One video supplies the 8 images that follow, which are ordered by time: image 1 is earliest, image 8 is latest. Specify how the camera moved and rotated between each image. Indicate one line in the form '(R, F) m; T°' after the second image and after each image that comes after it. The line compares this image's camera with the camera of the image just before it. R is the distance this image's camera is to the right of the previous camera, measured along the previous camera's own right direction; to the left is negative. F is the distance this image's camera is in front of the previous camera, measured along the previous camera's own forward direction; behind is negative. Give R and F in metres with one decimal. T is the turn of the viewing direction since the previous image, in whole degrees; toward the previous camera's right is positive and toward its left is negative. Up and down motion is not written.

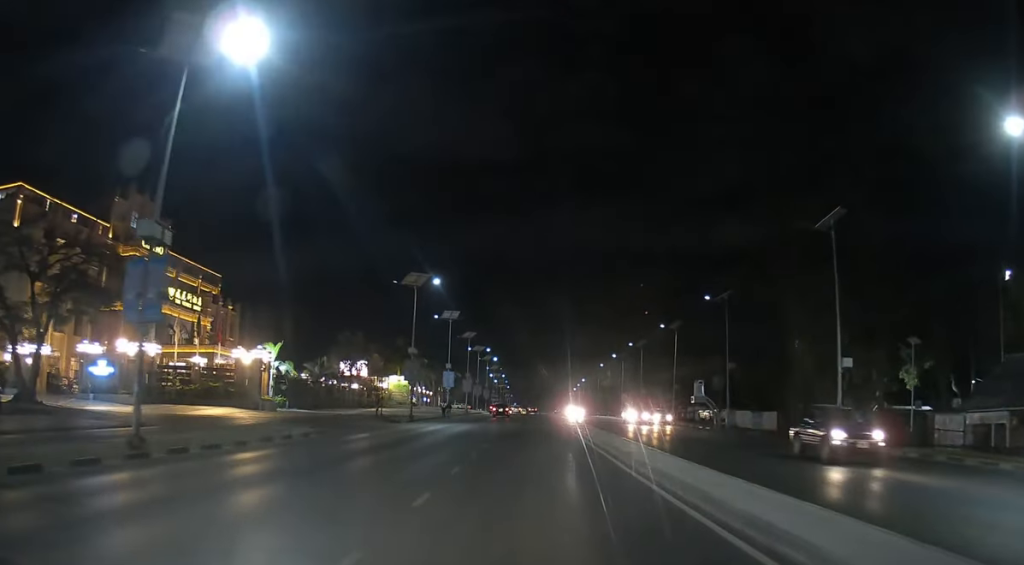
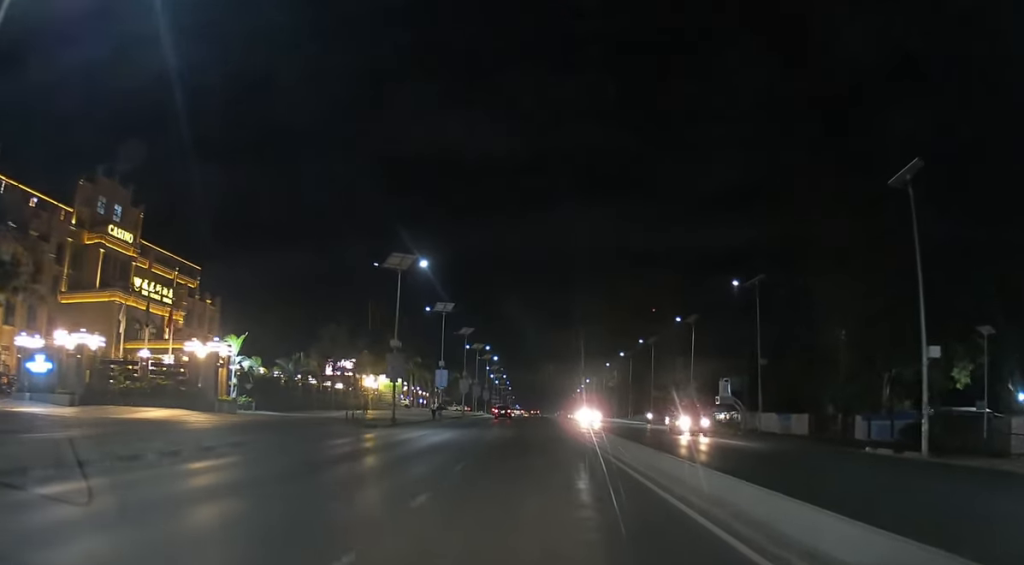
(0.0, +8.7) m; 0°
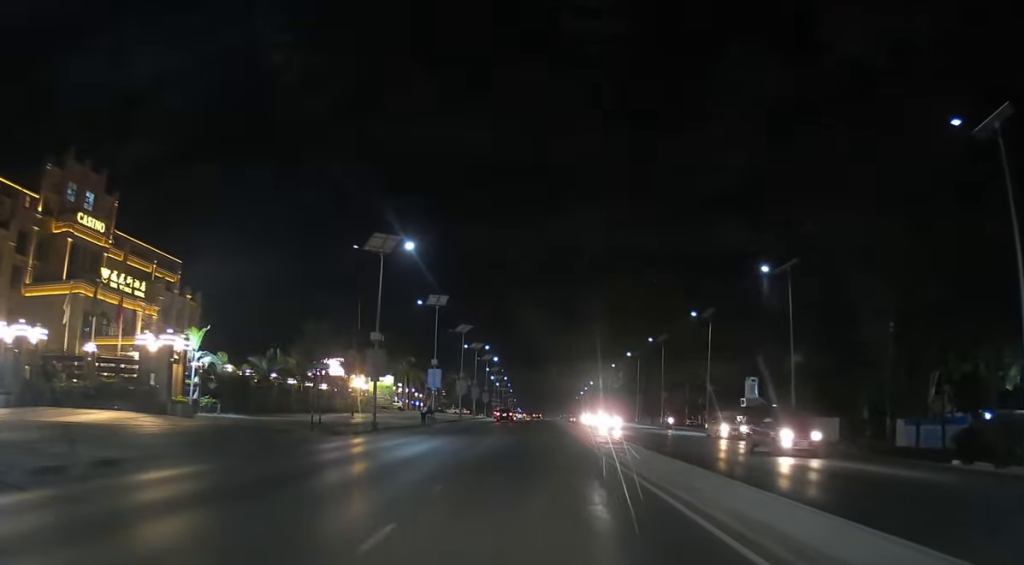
(-0.1, +7.1) m; 0°
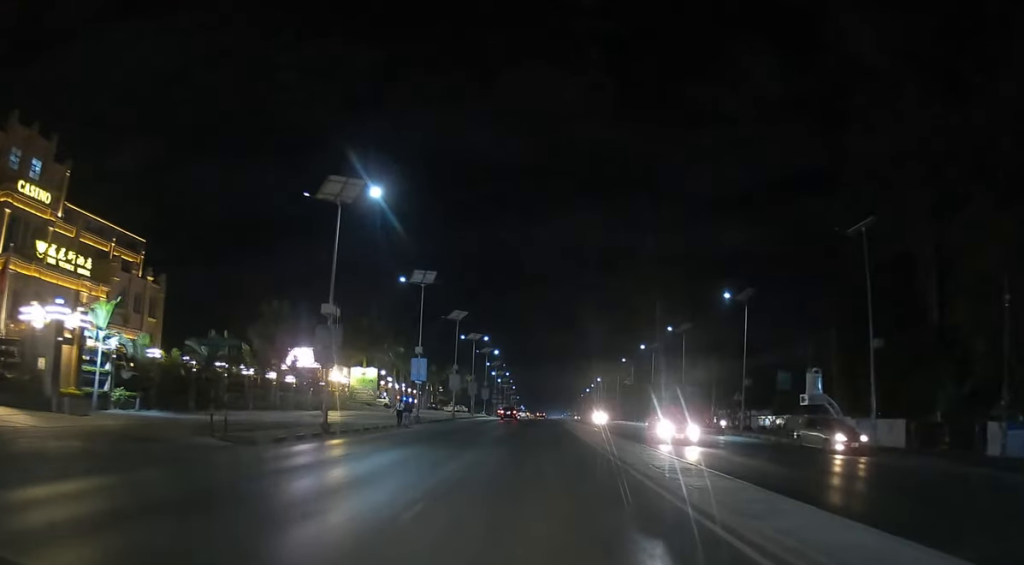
(0.0, +11.9) m; 0°
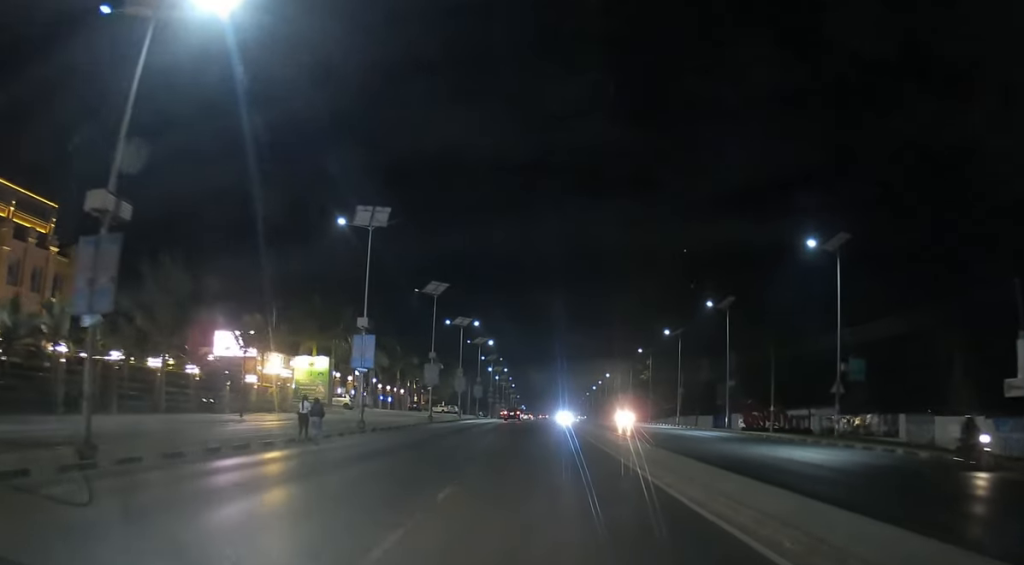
(0.0, +20.2) m; 0°
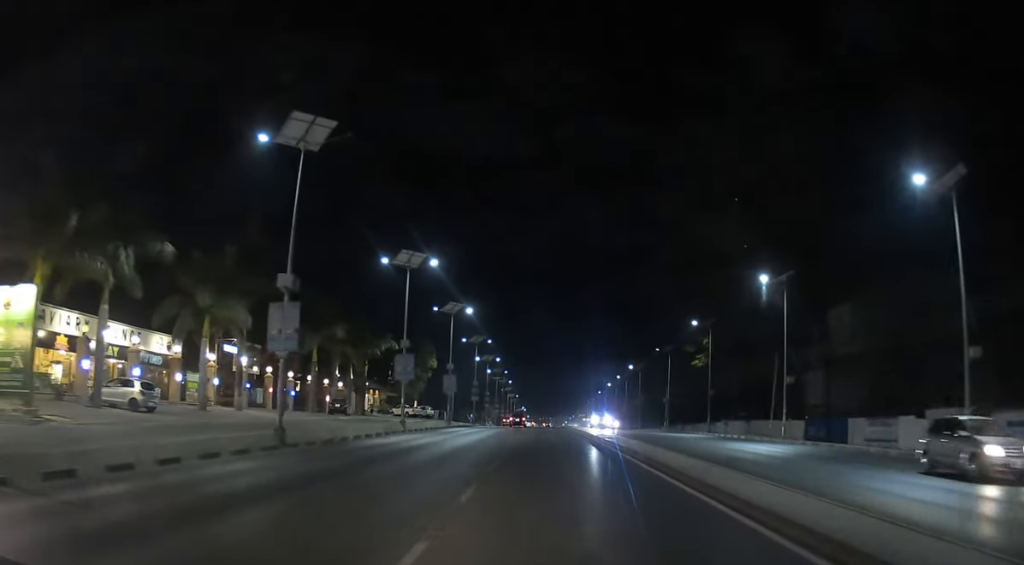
(+0.3, +39.8) m; 0°
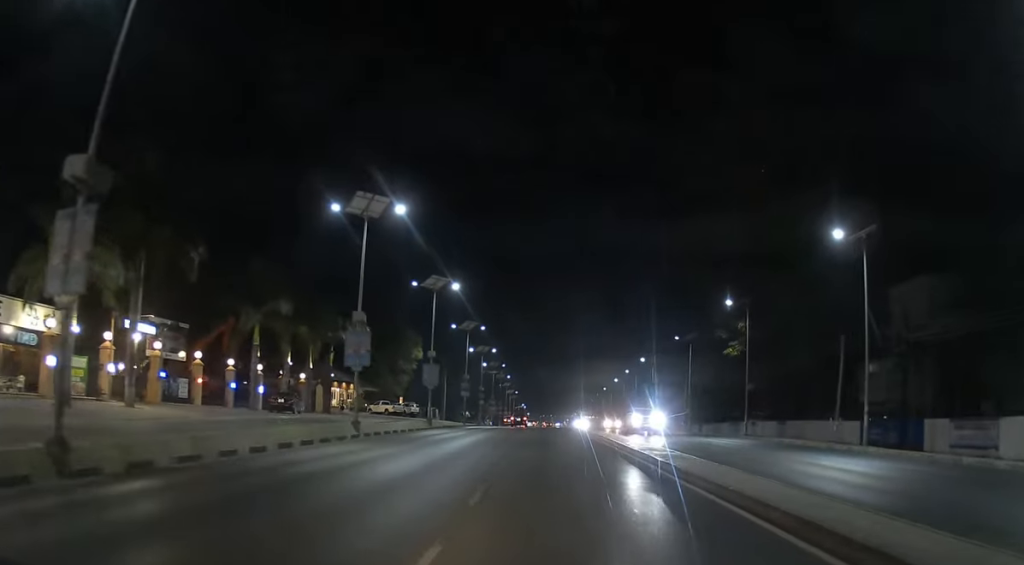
(-0.1, +13.8) m; 0°
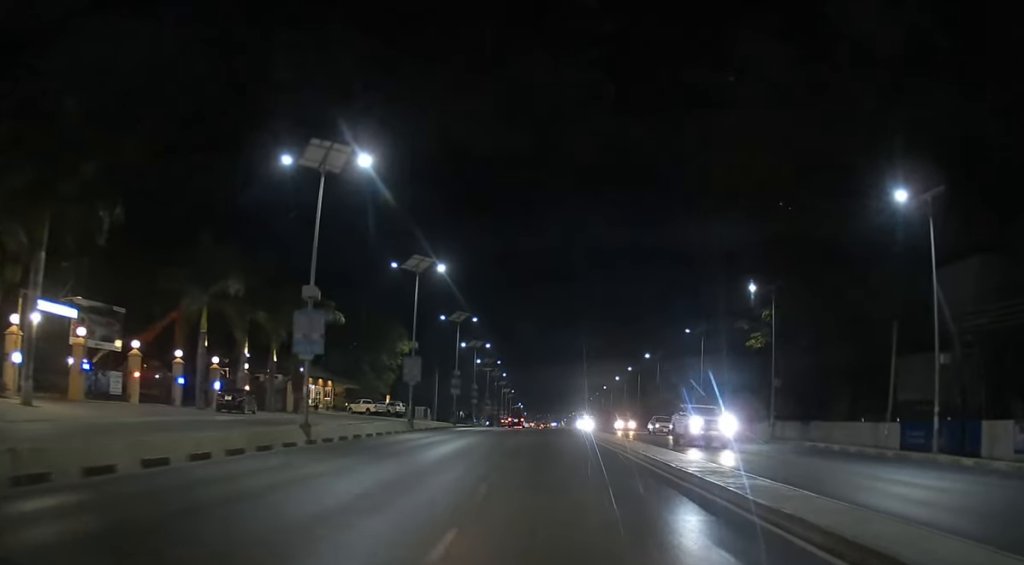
(0.0, +8.0) m; 0°
